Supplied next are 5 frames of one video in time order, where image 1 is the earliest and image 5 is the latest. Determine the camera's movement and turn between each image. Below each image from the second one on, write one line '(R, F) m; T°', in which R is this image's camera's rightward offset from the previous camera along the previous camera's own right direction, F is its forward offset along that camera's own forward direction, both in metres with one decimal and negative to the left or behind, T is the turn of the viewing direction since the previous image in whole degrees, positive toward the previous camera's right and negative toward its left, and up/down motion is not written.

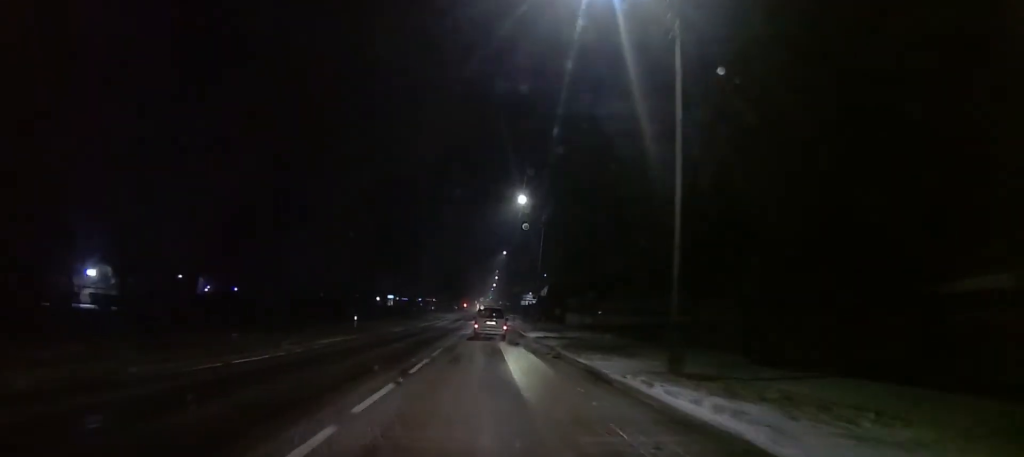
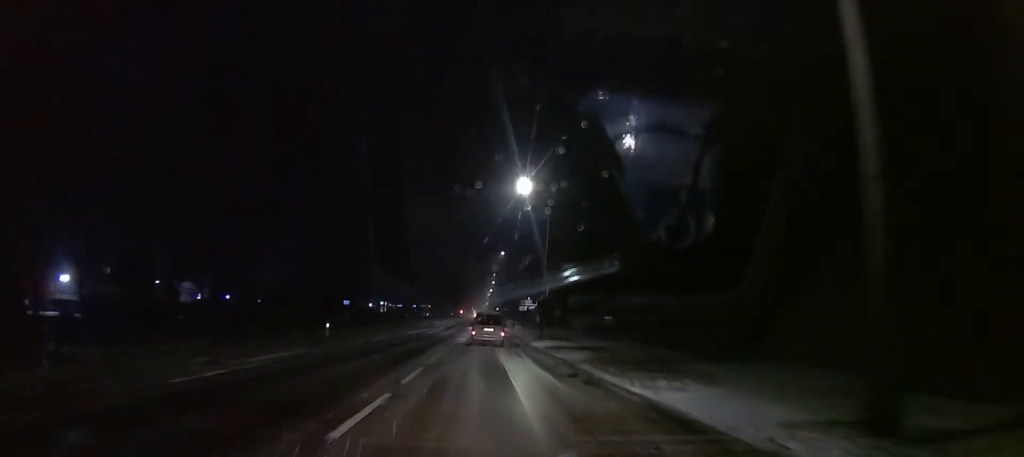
(+0.1, +6.7) m; -1°
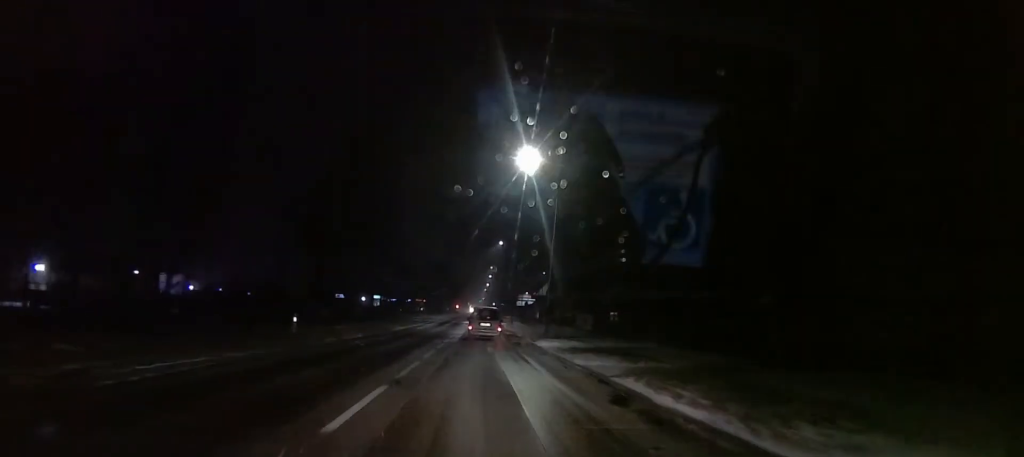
(-0.2, +5.8) m; +1°
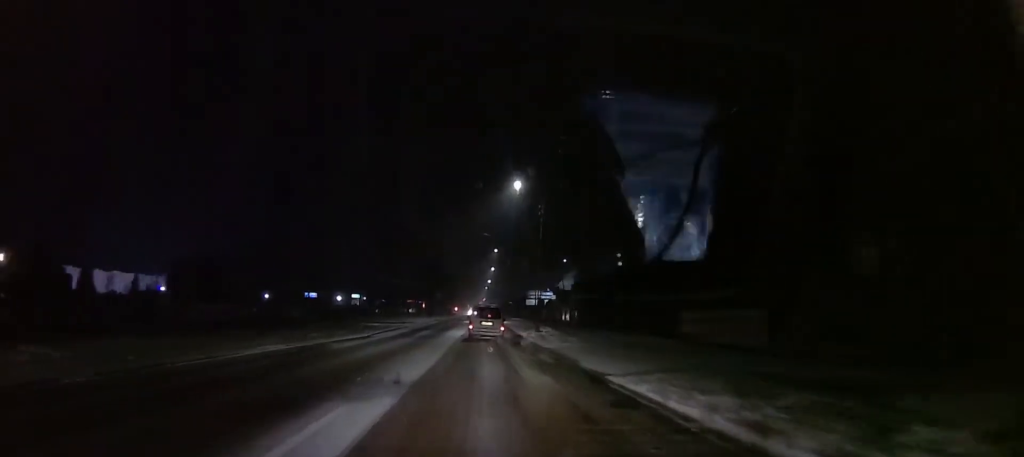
(+0.1, +31.3) m; +1°
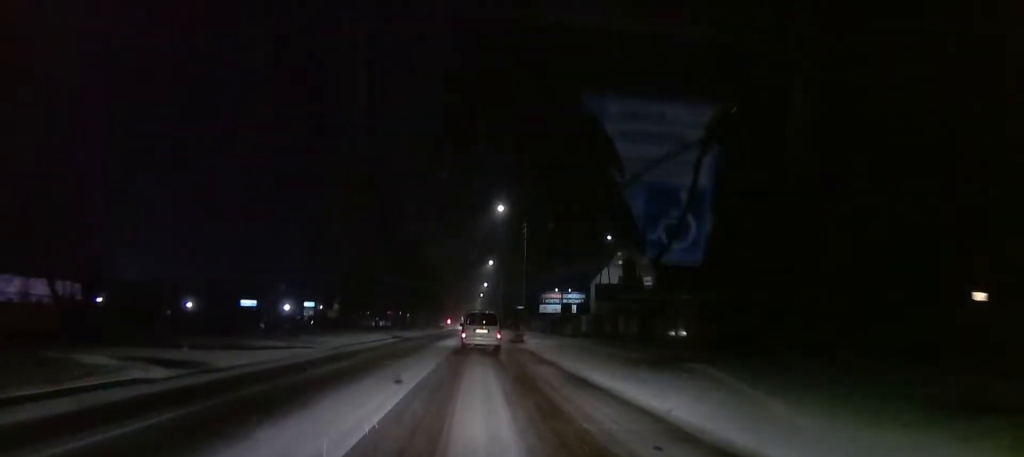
(-0.9, +37.4) m; 0°
